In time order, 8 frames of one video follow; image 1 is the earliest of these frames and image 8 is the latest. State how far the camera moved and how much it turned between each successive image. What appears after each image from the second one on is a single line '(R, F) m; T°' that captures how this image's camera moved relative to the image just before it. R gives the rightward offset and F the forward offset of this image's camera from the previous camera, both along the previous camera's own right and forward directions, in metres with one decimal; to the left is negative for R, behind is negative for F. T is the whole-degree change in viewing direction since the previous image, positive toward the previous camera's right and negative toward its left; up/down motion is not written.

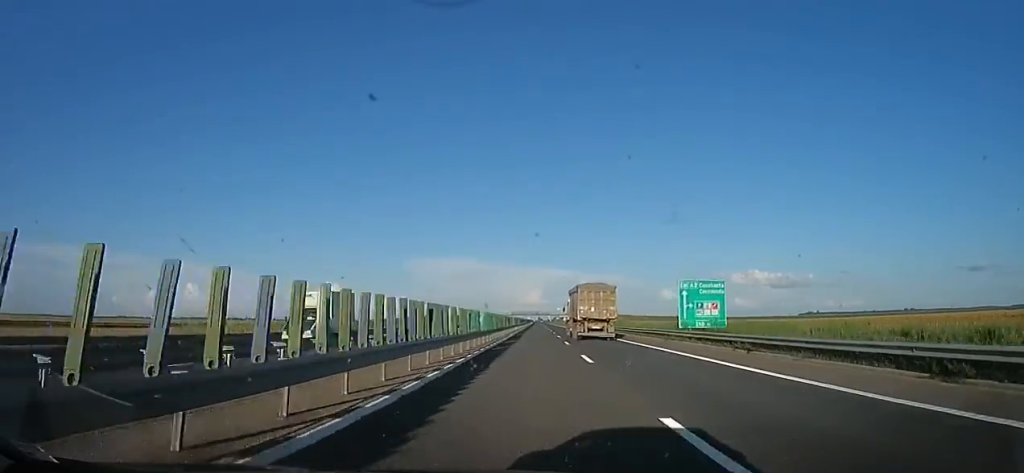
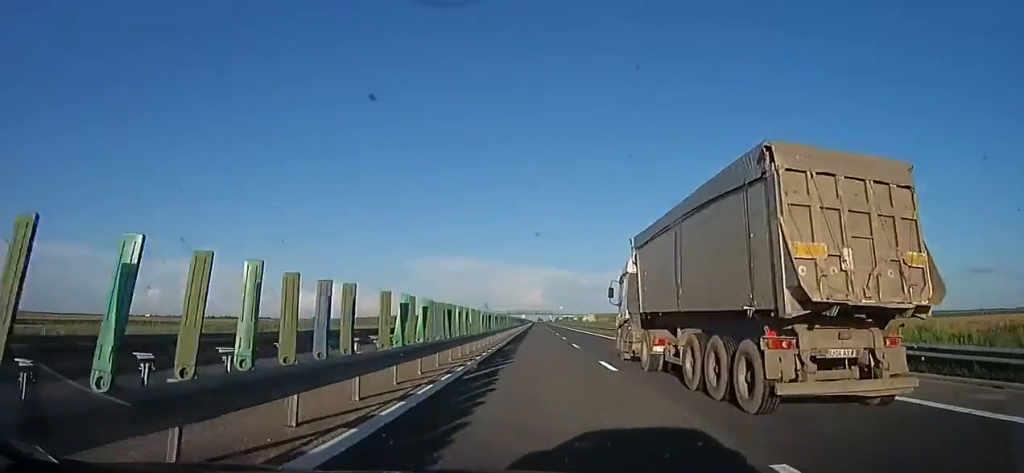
(-0.2, +74.6) m; 0°
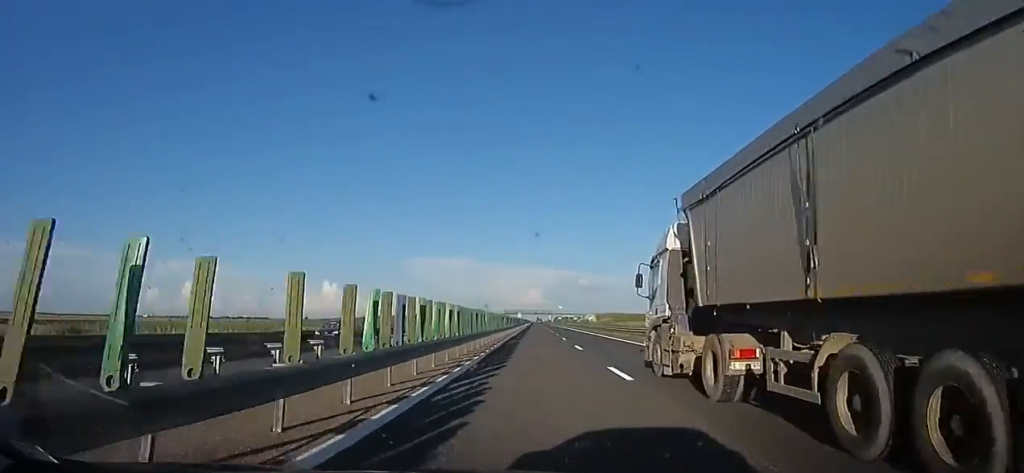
(0.0, +14.4) m; 0°
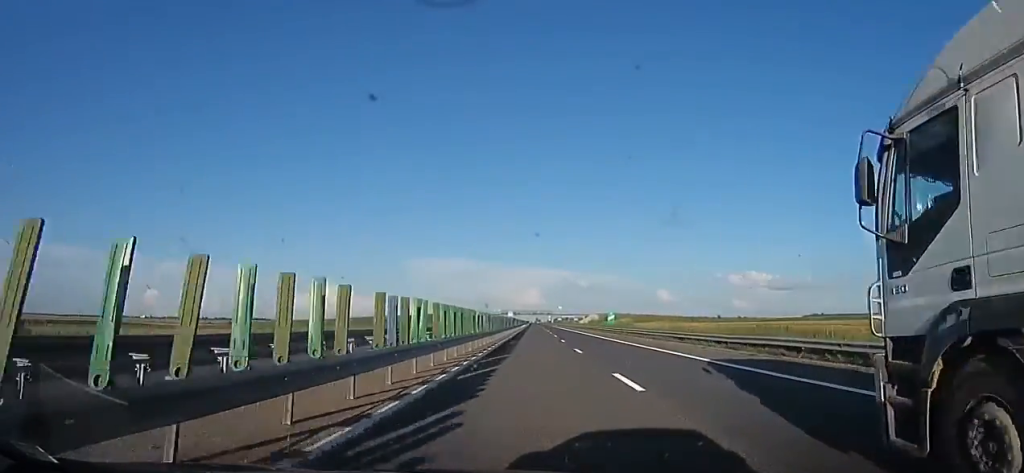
(-1.0, +25.7) m; 0°
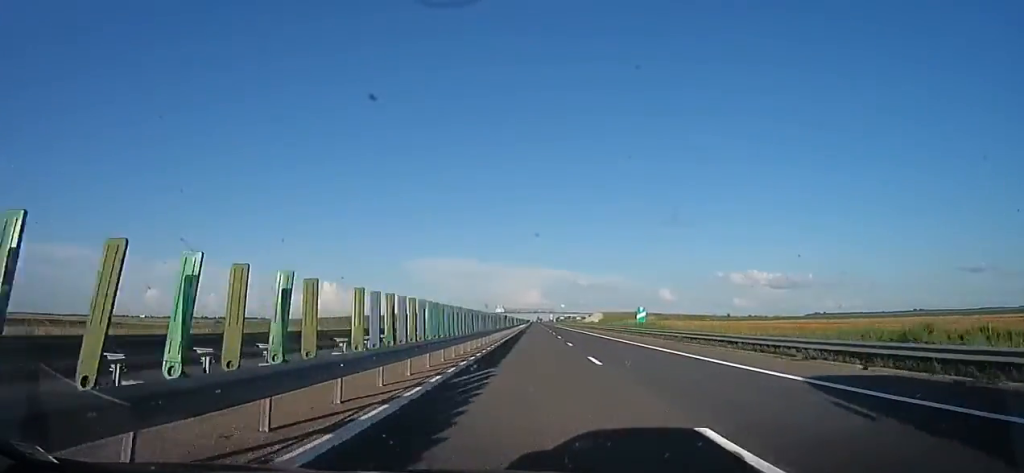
(+0.5, +18.4) m; 0°
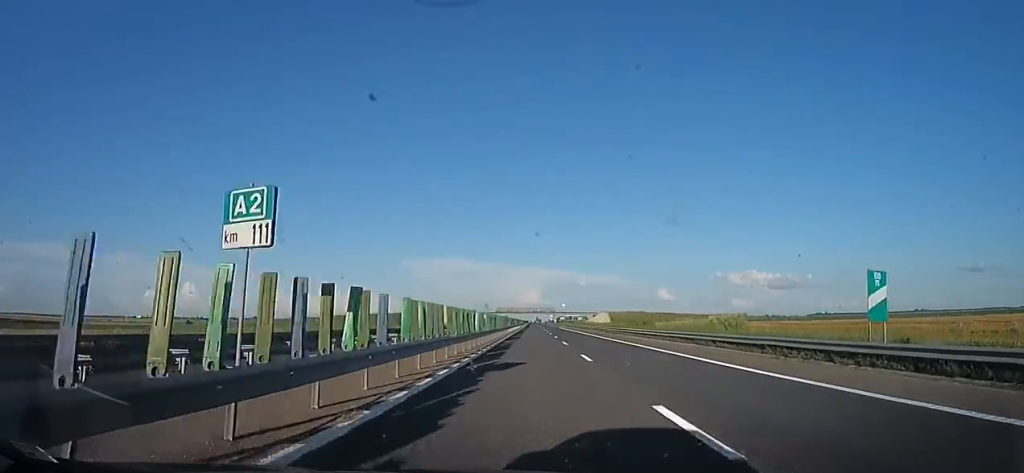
(+0.3, +34.4) m; -1°
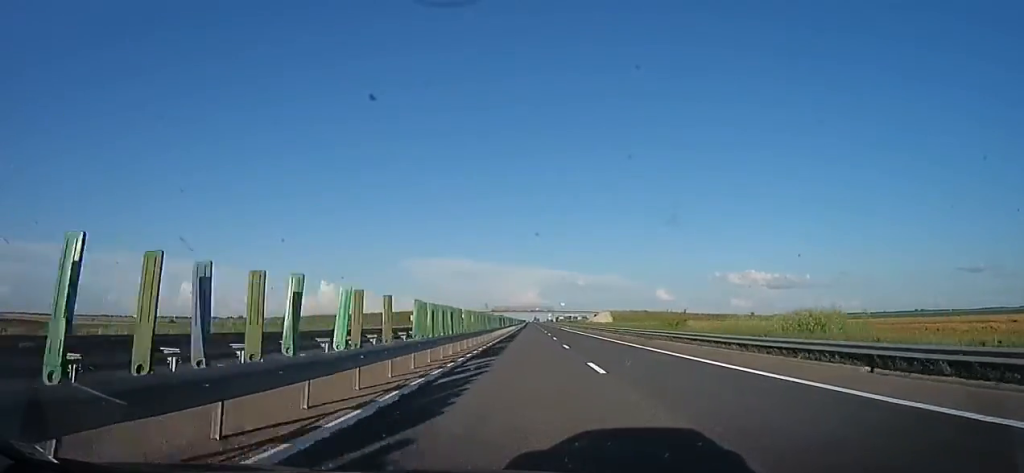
(-0.4, +16.0) m; -1°
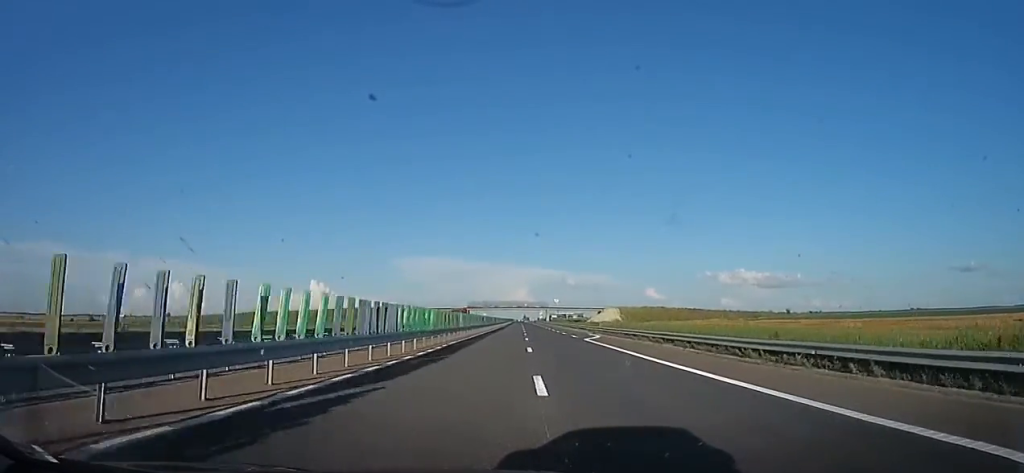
(+1.8, +64.1) m; +4°
